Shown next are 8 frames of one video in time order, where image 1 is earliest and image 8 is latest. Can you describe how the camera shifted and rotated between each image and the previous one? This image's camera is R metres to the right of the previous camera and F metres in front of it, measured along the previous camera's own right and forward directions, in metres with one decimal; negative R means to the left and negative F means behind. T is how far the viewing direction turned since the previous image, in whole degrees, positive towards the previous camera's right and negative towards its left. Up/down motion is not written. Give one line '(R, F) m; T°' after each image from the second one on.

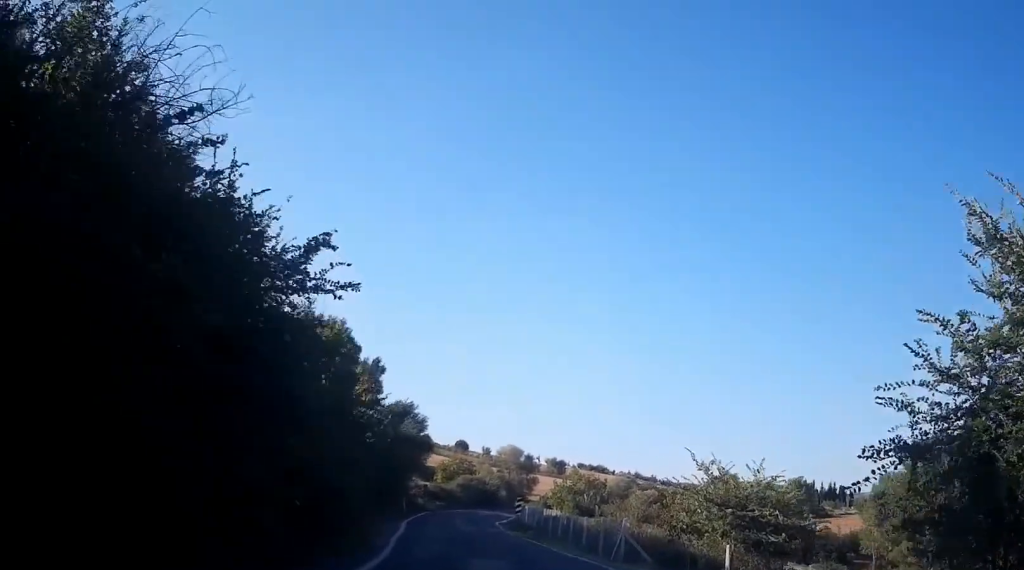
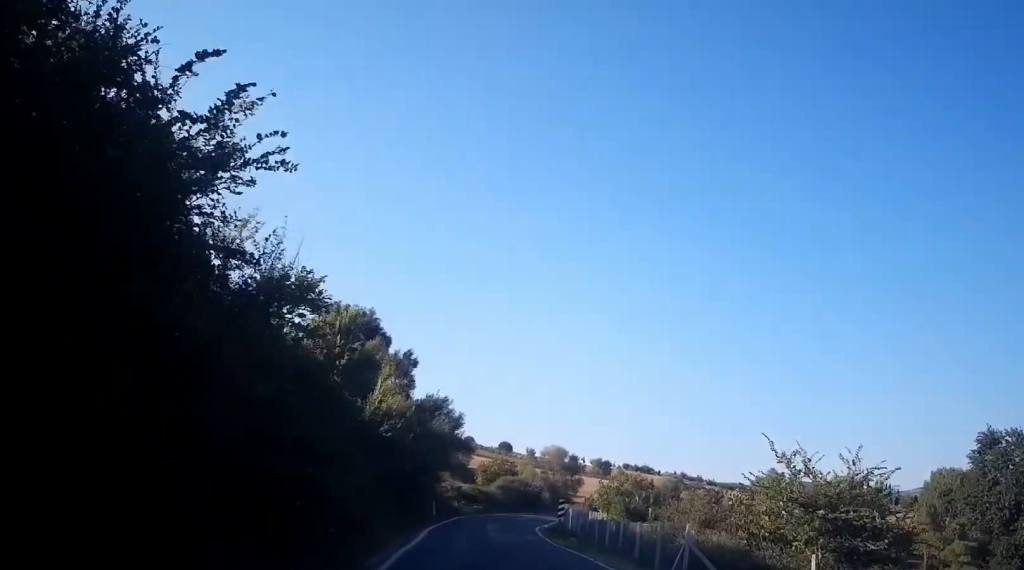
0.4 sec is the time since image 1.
(+0.2, +3.3) m; -9°
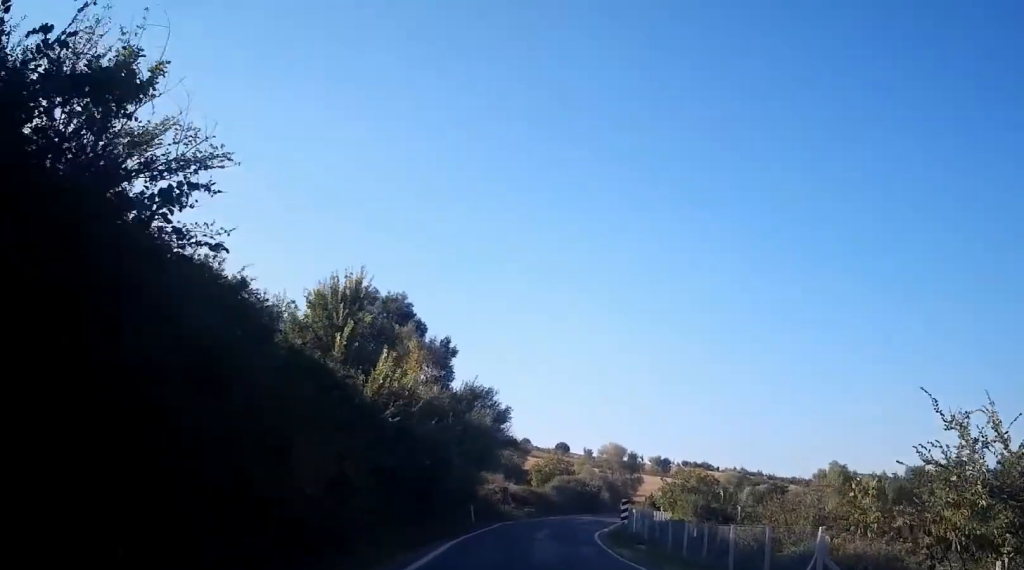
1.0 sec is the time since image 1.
(-0.8, +4.0) m; -14°
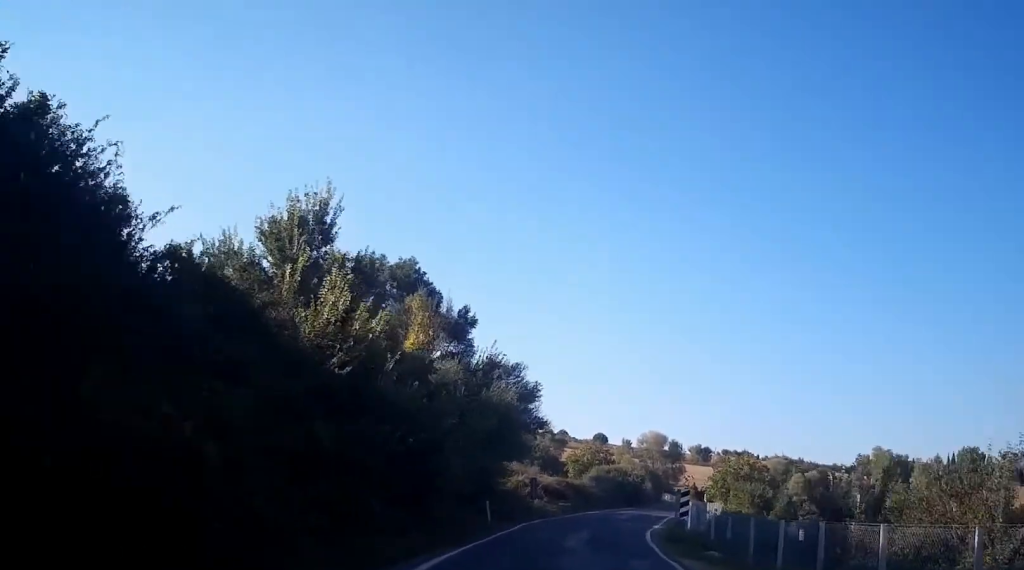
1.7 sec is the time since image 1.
(-0.8, +4.6) m; -16°
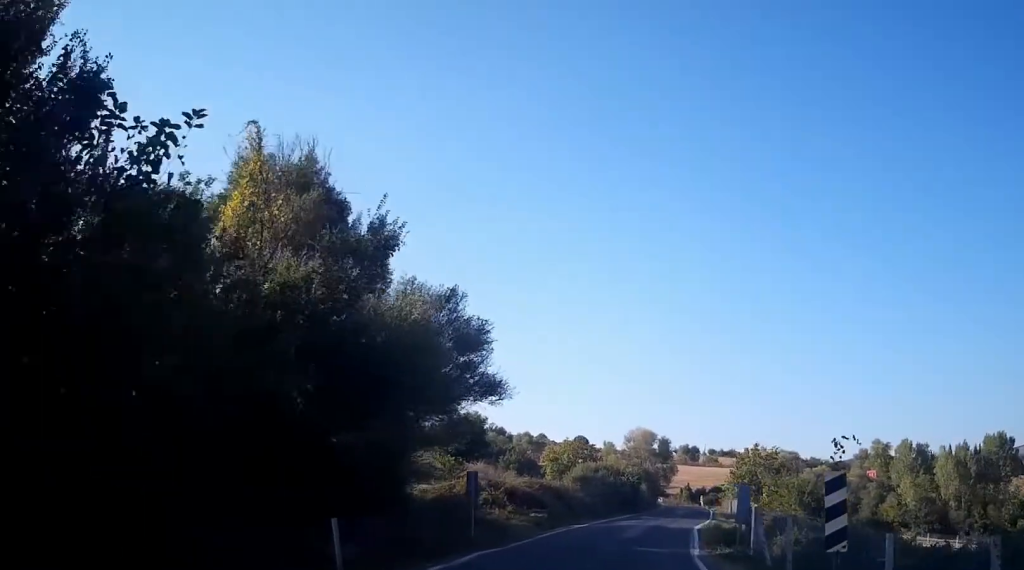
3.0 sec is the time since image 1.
(-2.9, +8.8) m; -32°
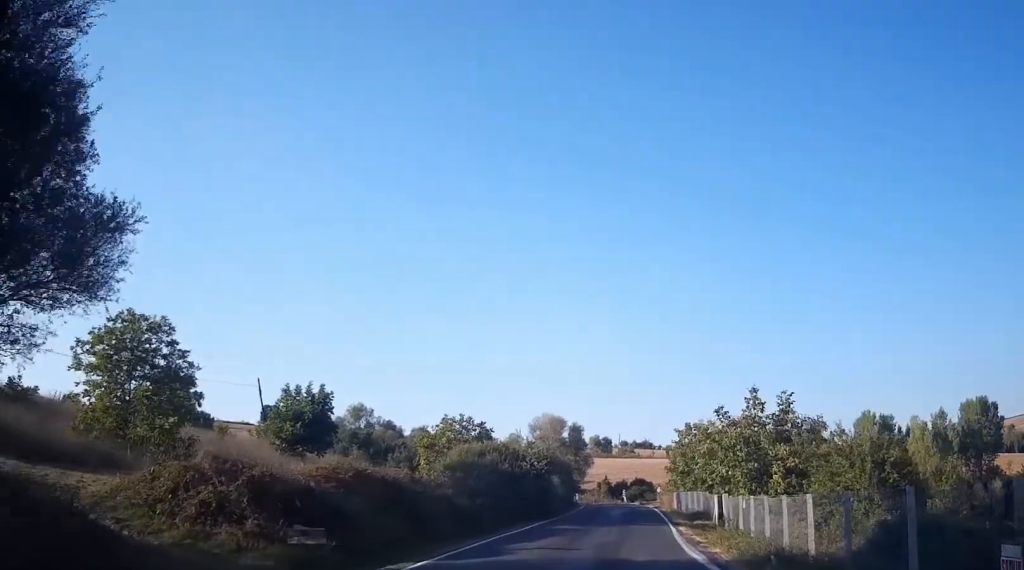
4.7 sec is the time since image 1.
(-1.7, +12.9) m; -16°
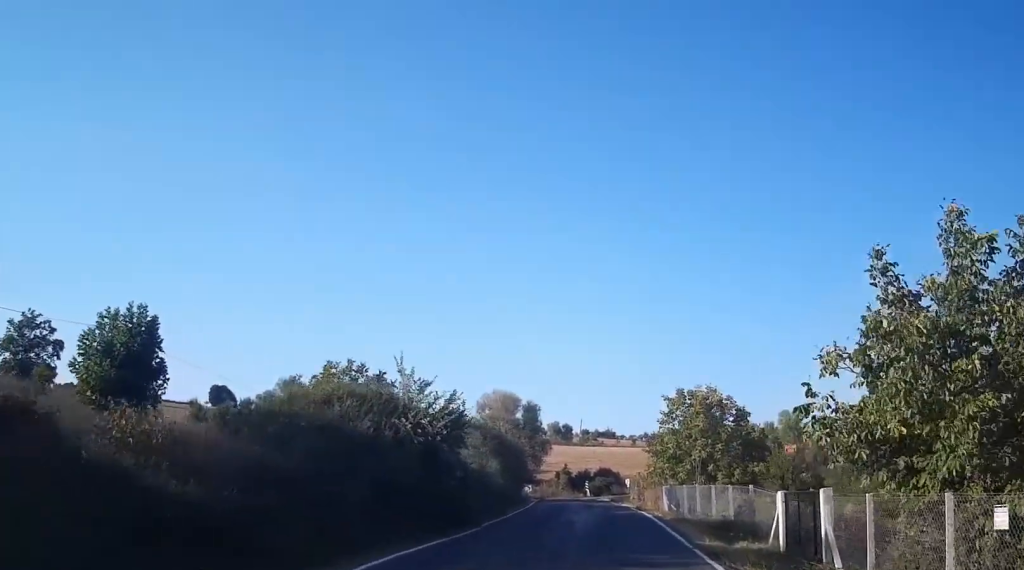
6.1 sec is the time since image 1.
(-1.3, +11.4) m; +2°
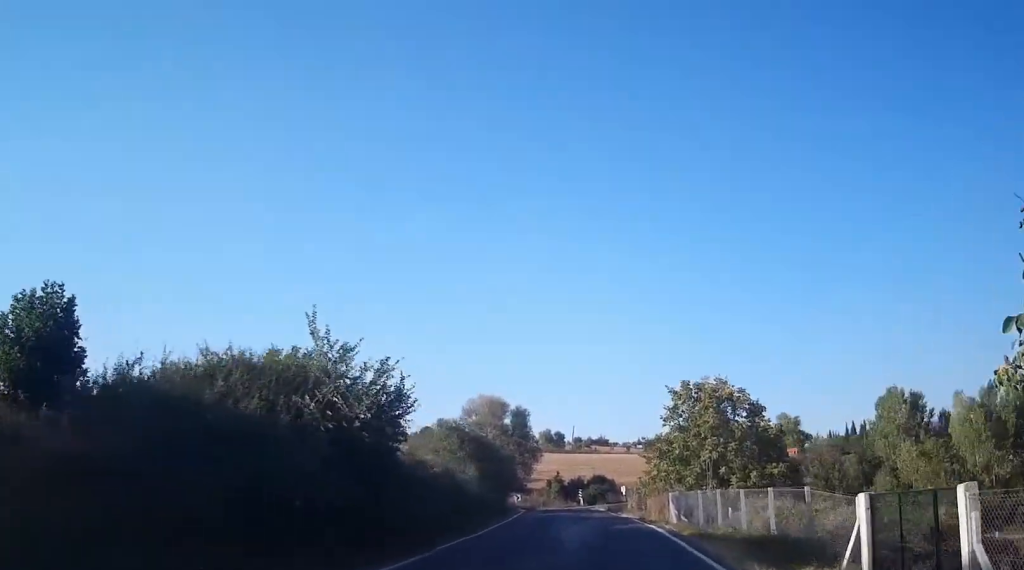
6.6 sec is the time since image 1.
(+0.1, +4.0) m; +6°
